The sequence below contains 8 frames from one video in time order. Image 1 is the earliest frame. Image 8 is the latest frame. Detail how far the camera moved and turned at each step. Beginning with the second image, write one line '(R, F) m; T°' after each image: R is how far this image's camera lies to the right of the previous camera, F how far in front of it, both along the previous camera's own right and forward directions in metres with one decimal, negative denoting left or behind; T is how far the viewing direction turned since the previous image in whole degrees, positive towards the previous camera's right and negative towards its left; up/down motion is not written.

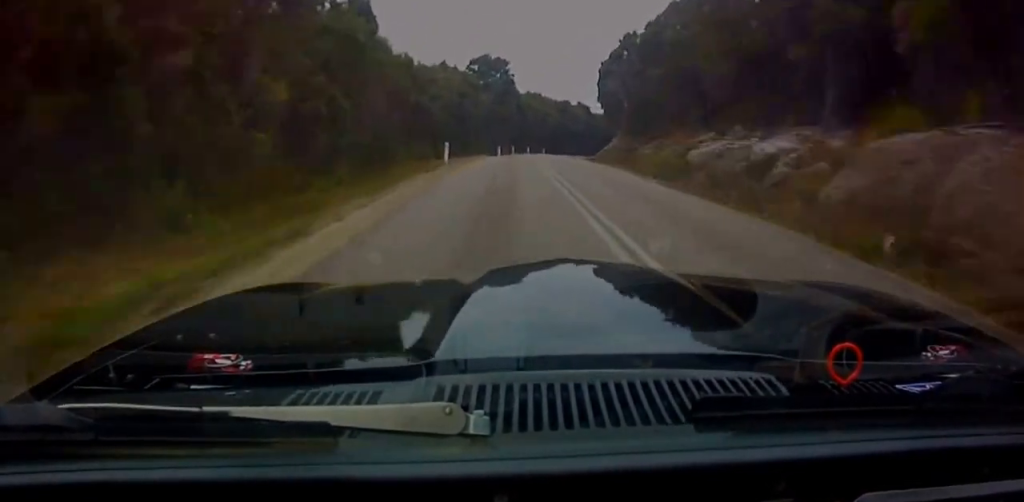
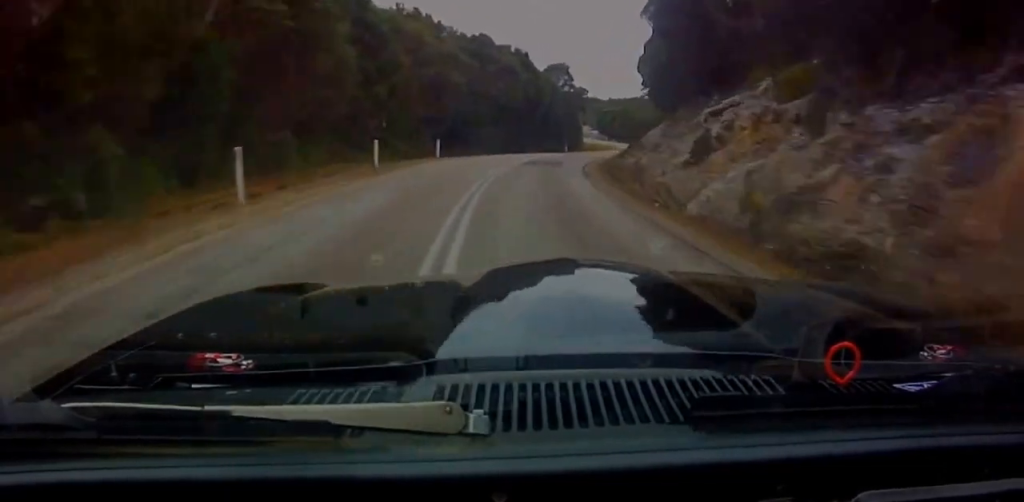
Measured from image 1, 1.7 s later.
(+5.1, +65.9) m; +10°
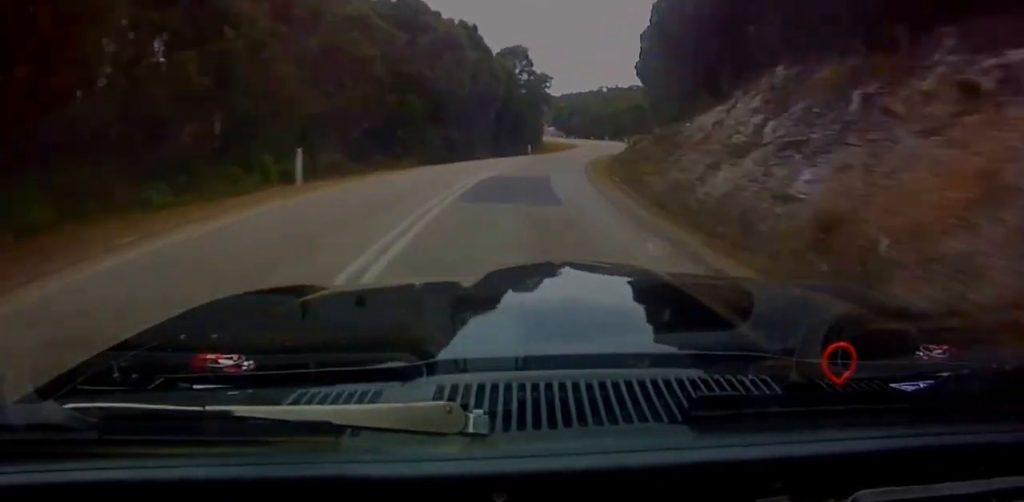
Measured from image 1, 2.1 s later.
(+0.5, +17.8) m; +2°
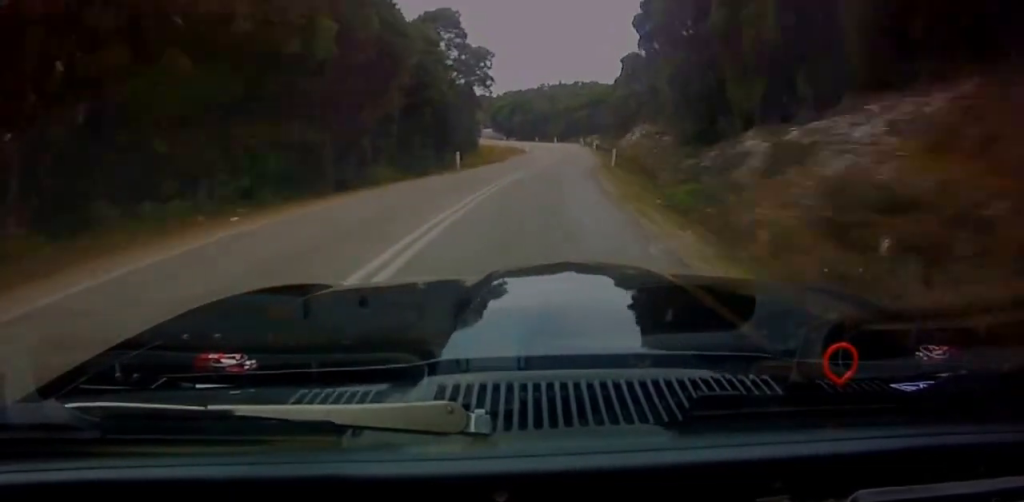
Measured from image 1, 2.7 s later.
(+0.4, +23.4) m; +3°
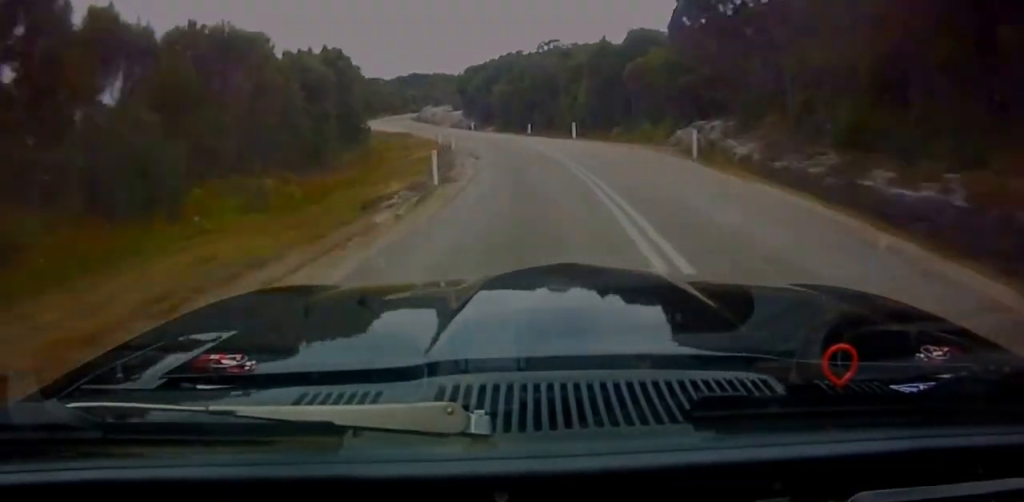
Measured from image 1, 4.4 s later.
(+1.5, +69.2) m; -4°
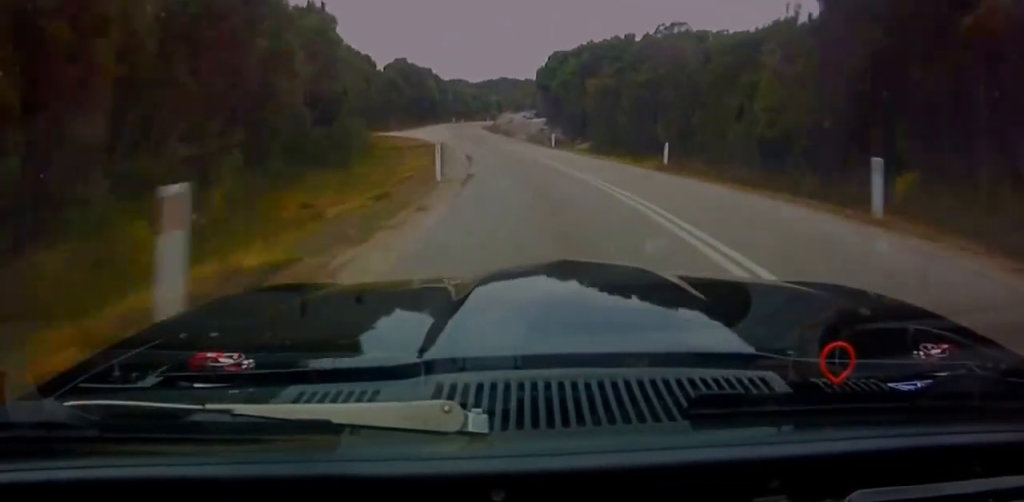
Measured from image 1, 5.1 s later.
(-1.8, +27.5) m; -4°
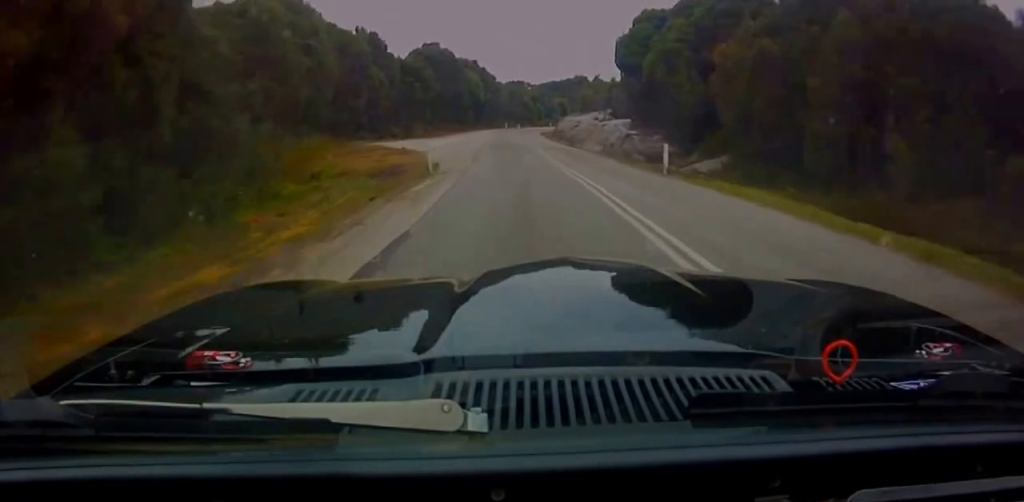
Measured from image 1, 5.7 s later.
(-0.8, +21.7) m; -2°
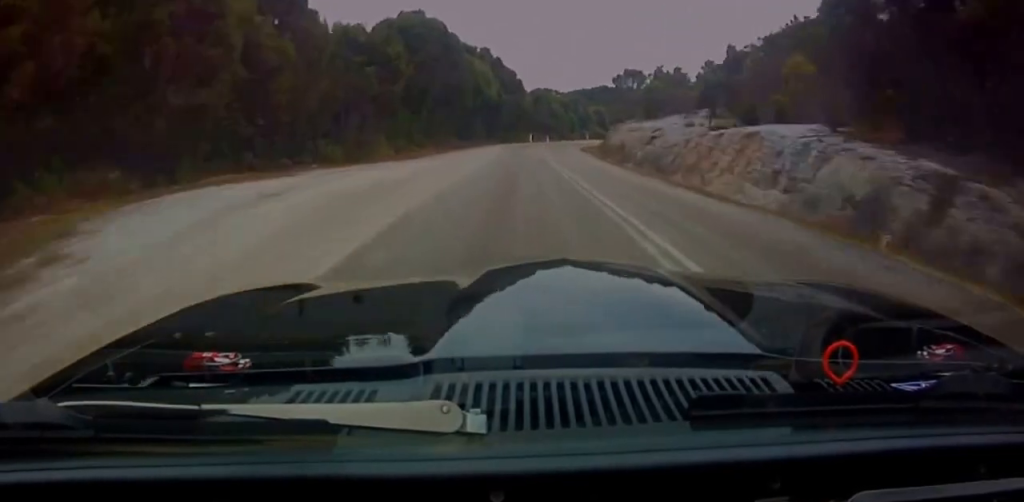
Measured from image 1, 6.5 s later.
(-0.2, +26.4) m; 0°
